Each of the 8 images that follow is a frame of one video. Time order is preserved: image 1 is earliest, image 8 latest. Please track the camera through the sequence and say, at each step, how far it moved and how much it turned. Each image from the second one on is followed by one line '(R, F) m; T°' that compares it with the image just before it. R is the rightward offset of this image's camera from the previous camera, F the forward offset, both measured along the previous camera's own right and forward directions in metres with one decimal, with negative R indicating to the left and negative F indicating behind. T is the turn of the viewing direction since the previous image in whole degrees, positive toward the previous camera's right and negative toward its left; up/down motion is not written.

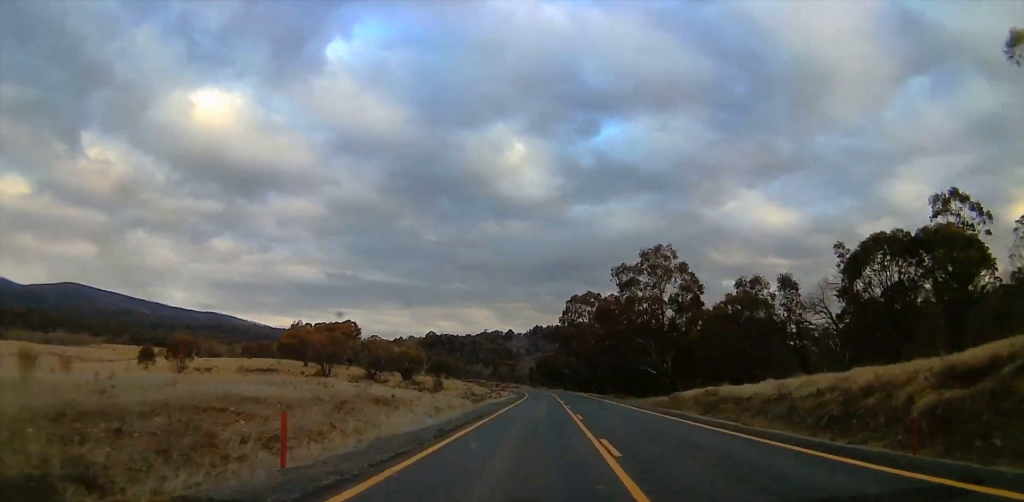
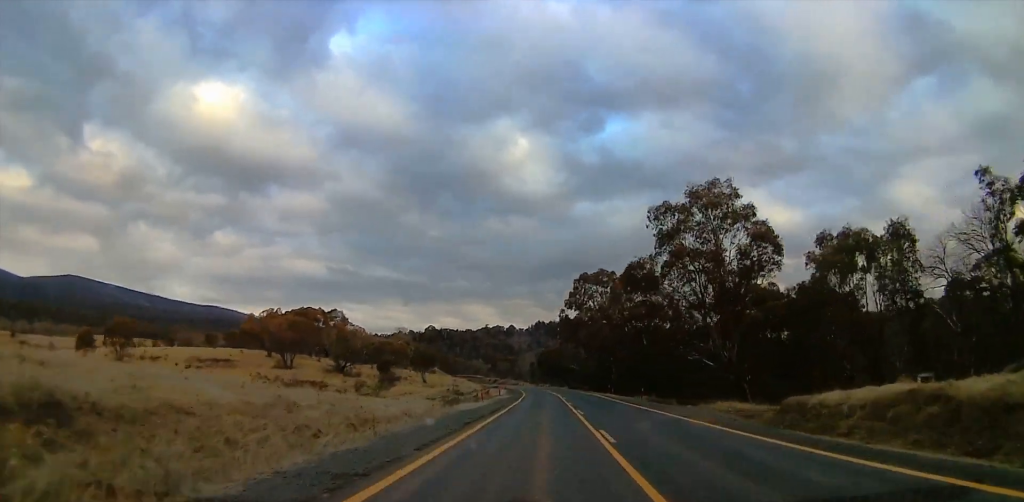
(-0.2, +21.4) m; -1°
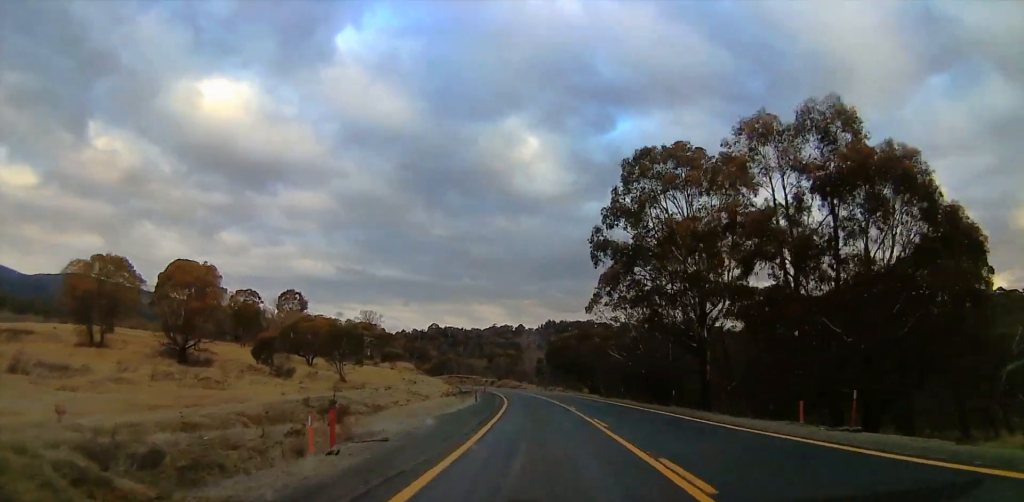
(-0.3, +54.7) m; 0°
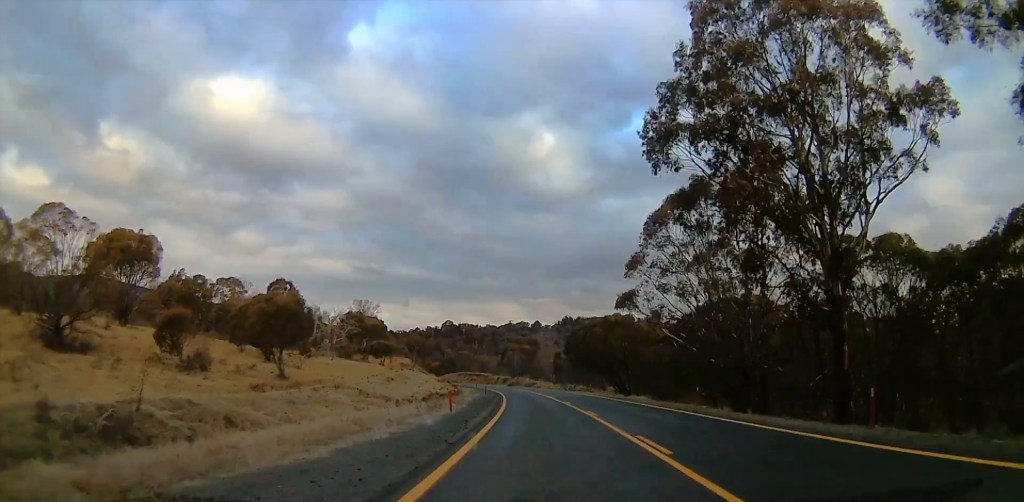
(+0.3, +21.3) m; -2°
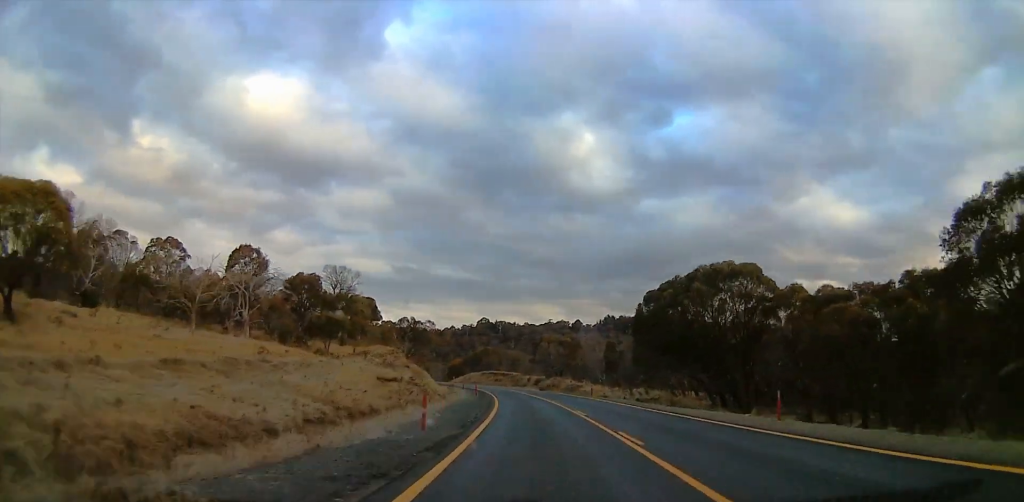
(-2.5, +45.5) m; -3°
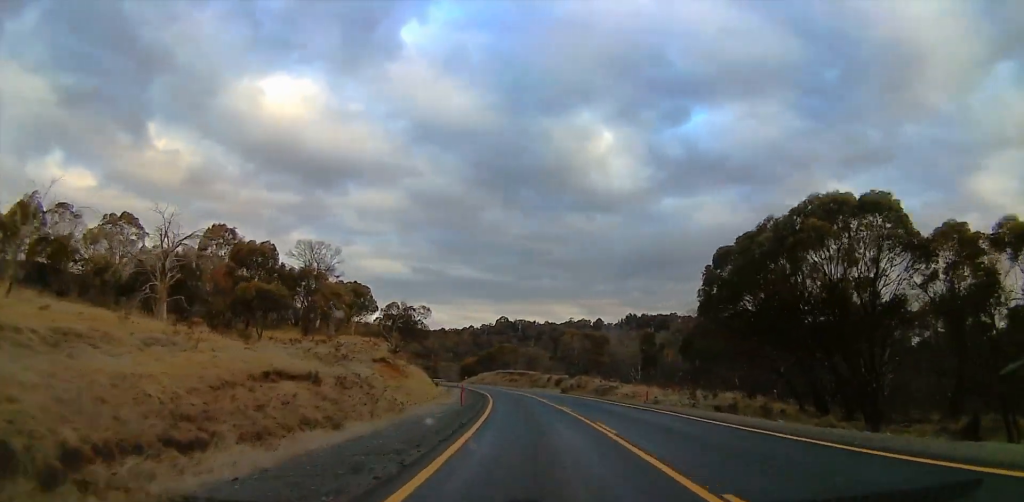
(0.0, +21.9) m; -1°
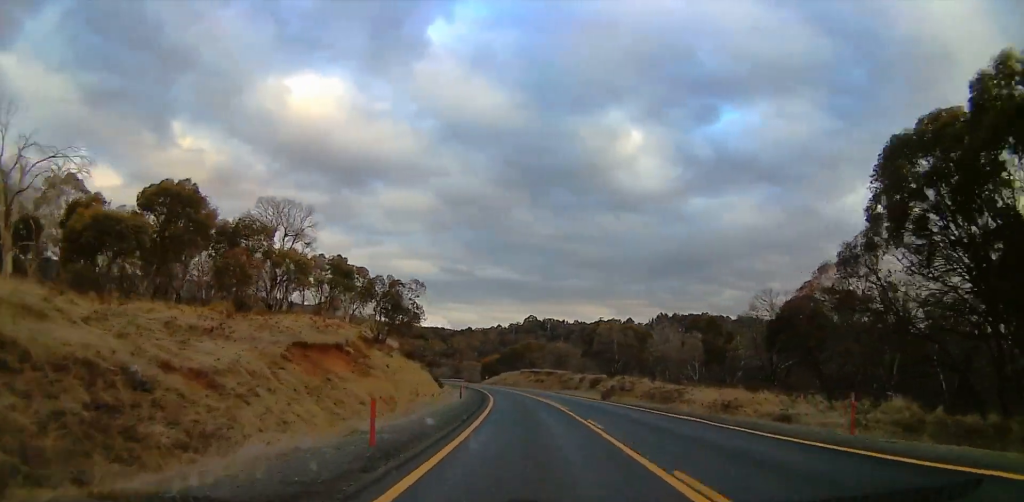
(-0.2, +21.8) m; -2°
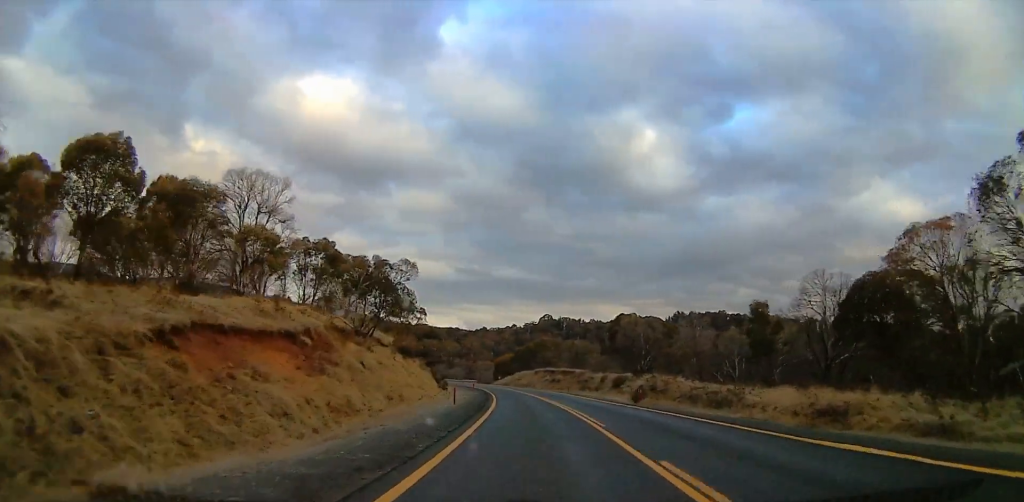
(-0.2, +10.8) m; -1°
